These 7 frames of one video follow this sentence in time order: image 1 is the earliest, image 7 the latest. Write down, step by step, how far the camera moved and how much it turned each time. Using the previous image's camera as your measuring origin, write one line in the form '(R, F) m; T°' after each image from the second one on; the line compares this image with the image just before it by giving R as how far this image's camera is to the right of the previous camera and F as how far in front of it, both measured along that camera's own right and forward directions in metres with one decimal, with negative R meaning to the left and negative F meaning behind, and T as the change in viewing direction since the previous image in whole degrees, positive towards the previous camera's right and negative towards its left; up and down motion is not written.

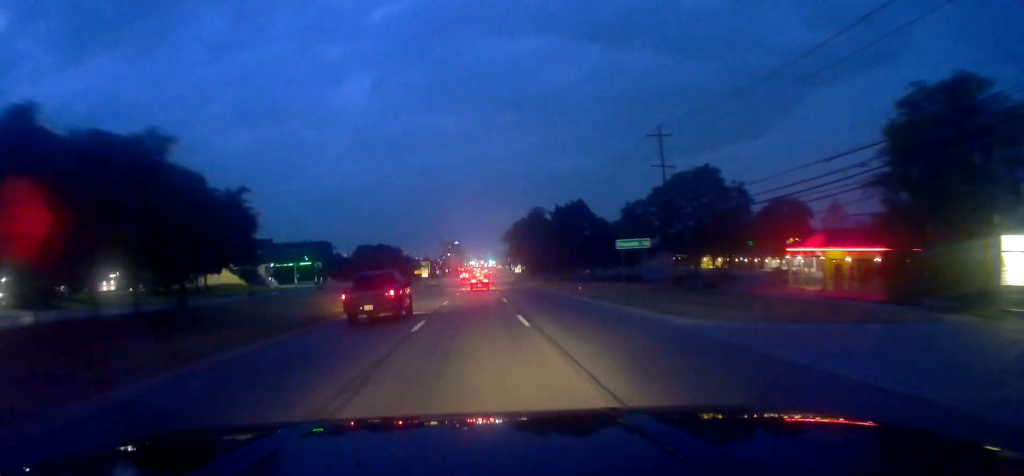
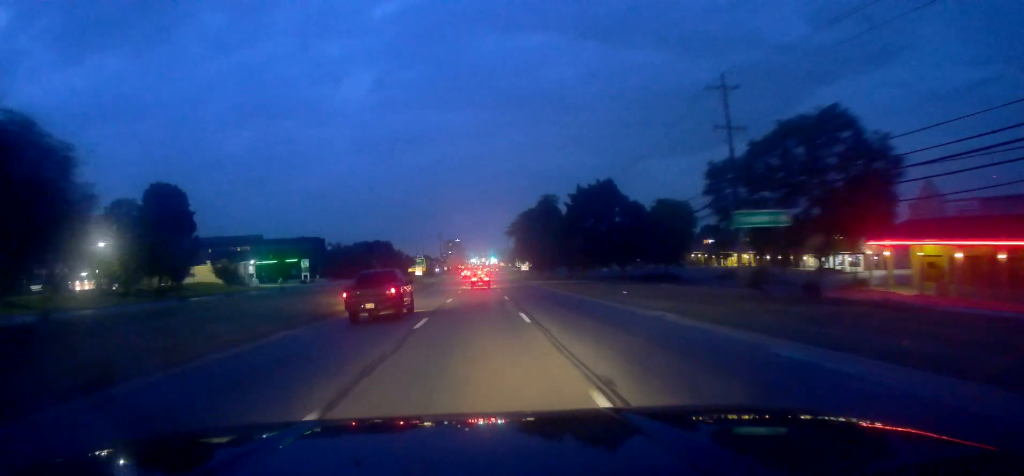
(-0.1, +14.6) m; 0°
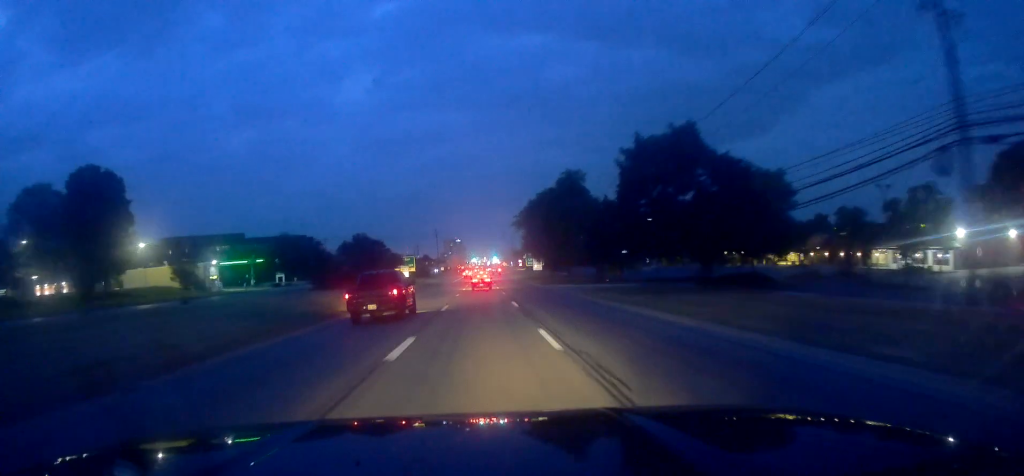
(-0.1, +21.3) m; +1°
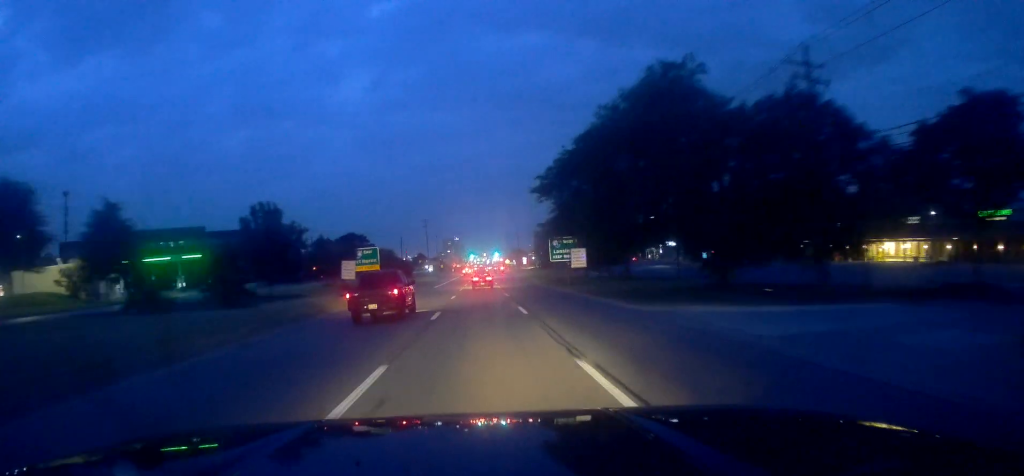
(+0.2, +36.5) m; 0°
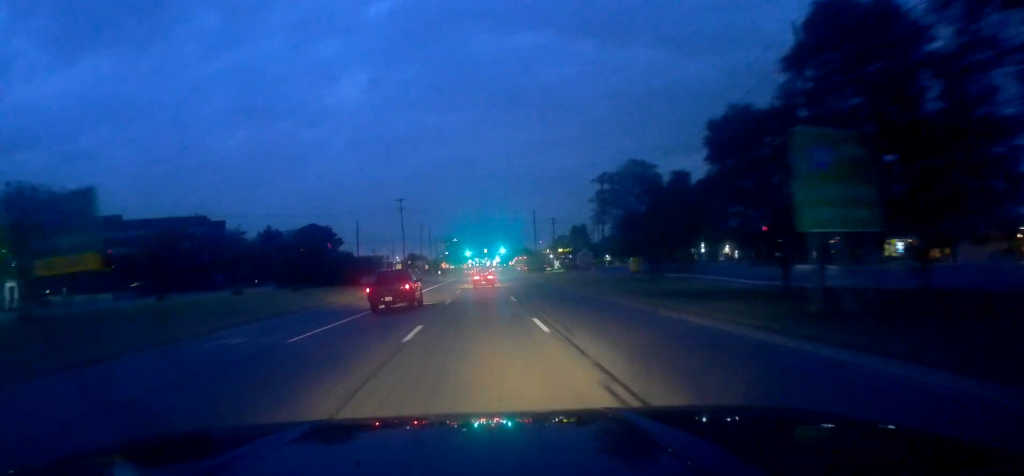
(-0.1, +53.9) m; 0°
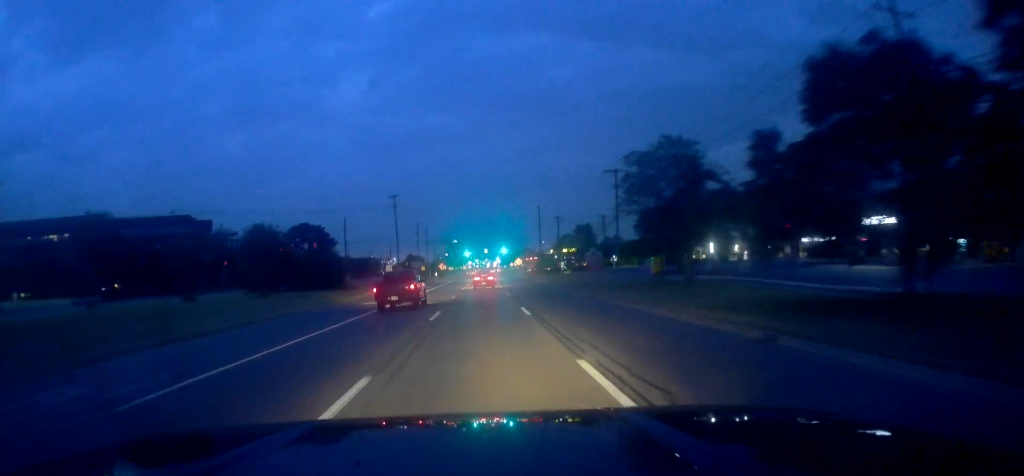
(0.0, +9.1) m; 0°
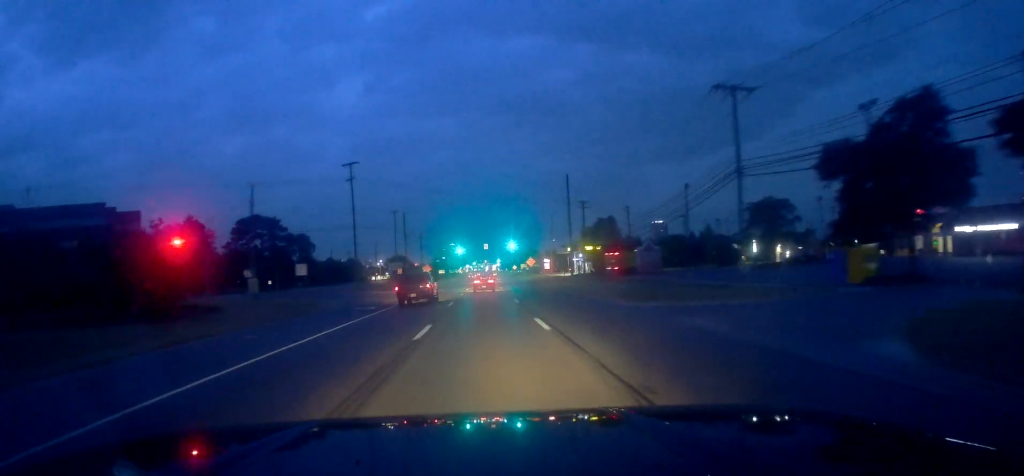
(0.0, +35.5) m; 0°
